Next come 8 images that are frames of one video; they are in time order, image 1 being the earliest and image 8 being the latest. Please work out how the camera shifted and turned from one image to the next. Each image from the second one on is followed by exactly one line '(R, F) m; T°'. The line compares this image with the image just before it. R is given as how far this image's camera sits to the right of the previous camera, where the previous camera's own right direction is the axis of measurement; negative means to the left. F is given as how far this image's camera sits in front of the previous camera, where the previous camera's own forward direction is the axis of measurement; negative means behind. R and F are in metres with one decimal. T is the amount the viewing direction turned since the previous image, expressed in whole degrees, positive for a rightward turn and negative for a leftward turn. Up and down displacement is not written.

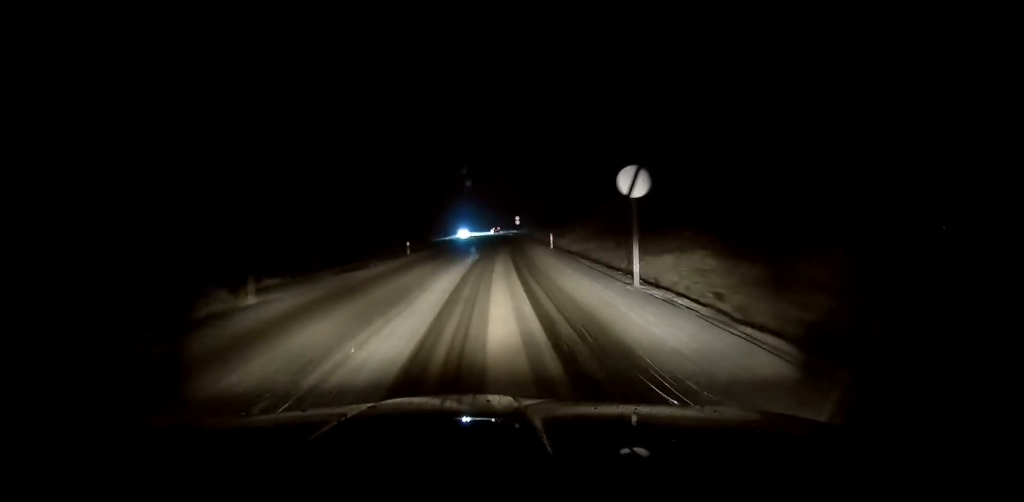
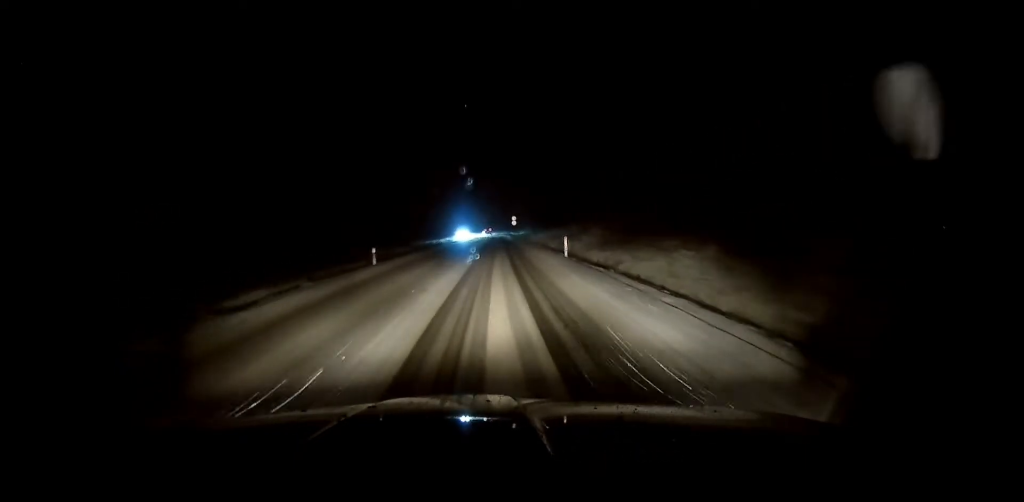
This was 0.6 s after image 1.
(+0.4, +10.1) m; +2°
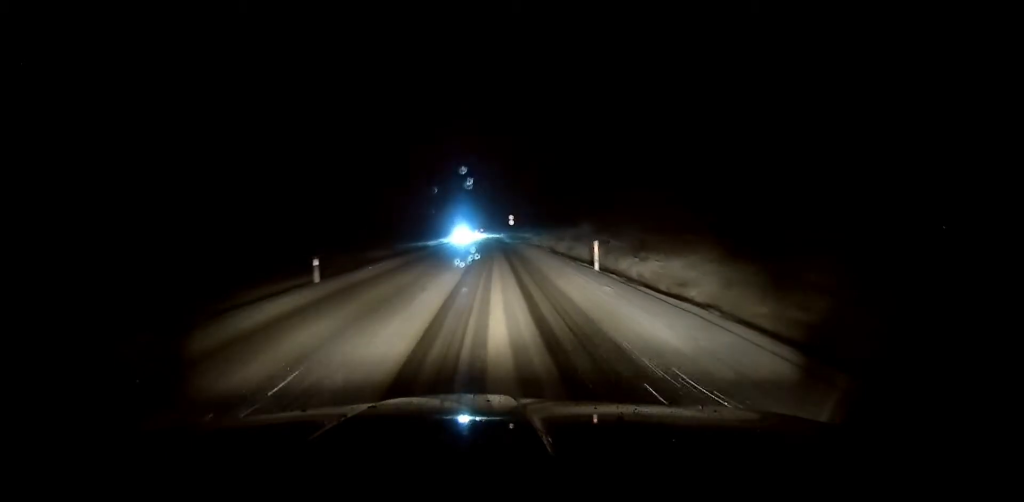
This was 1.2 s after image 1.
(+0.1, +10.7) m; +1°
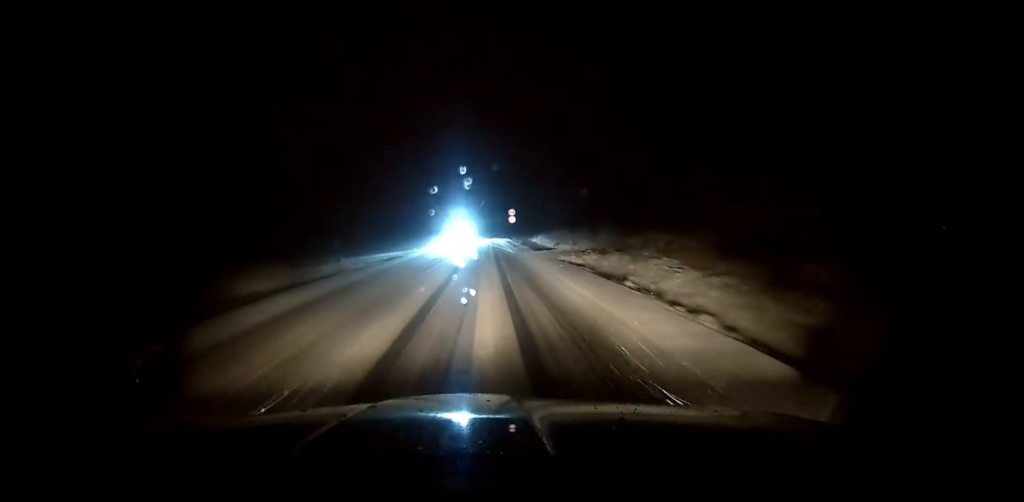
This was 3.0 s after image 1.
(+0.1, +30.3) m; +1°
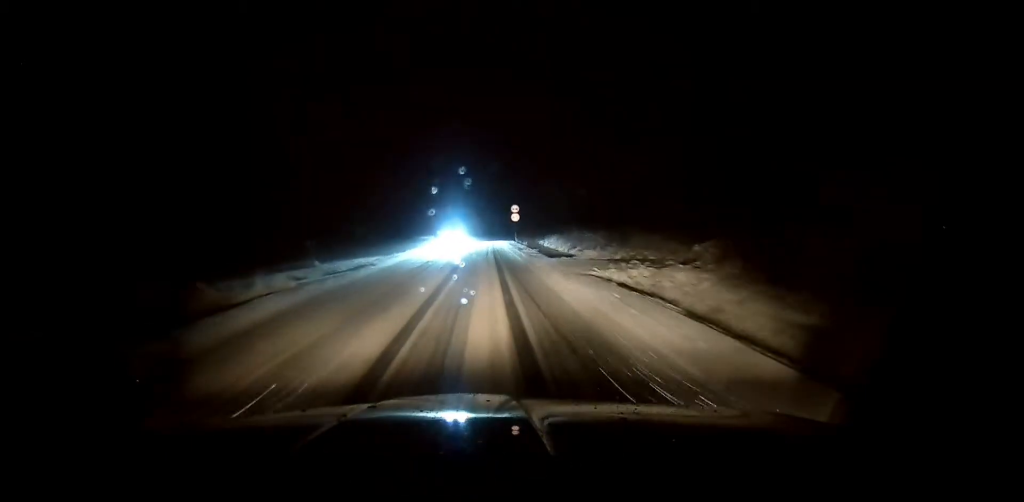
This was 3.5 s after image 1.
(-0.1, +9.6) m; +1°
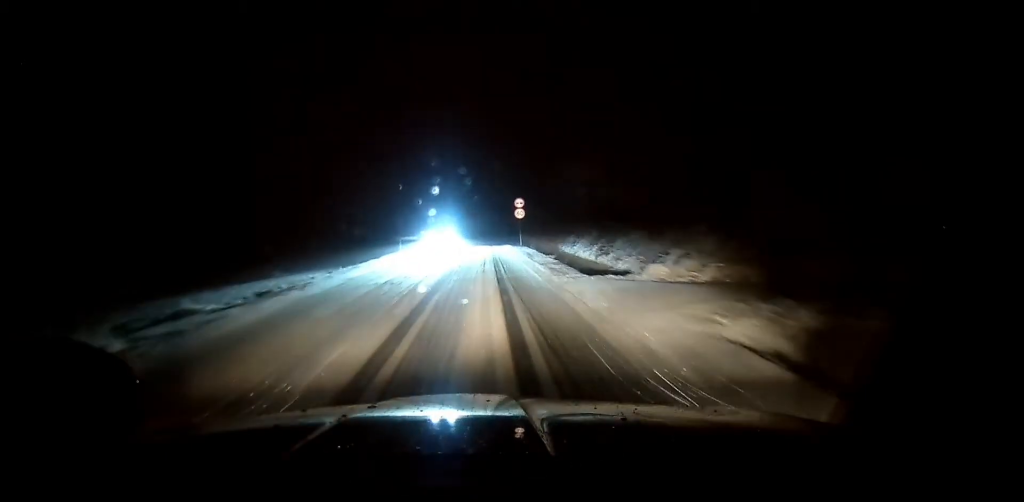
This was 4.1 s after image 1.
(+0.2, +10.2) m; 0°
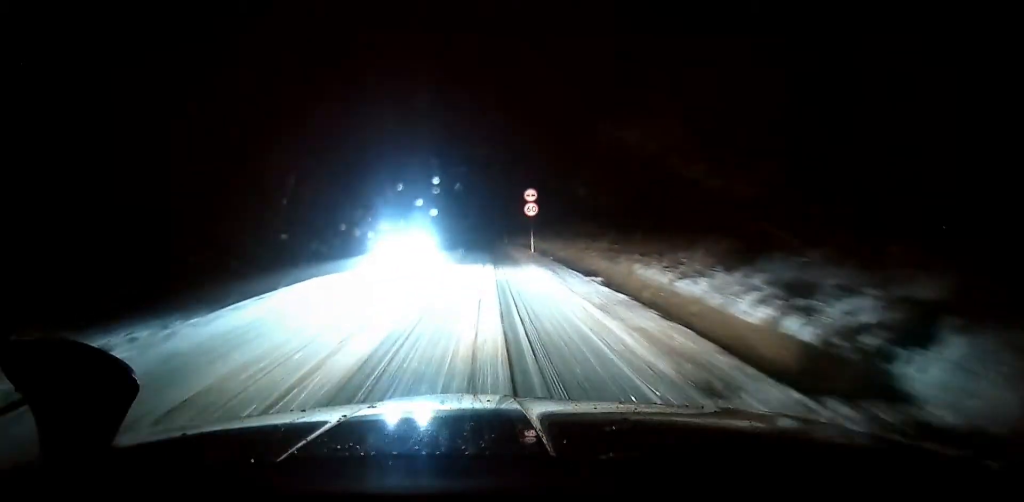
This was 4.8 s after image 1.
(+0.3, +11.7) m; 0°
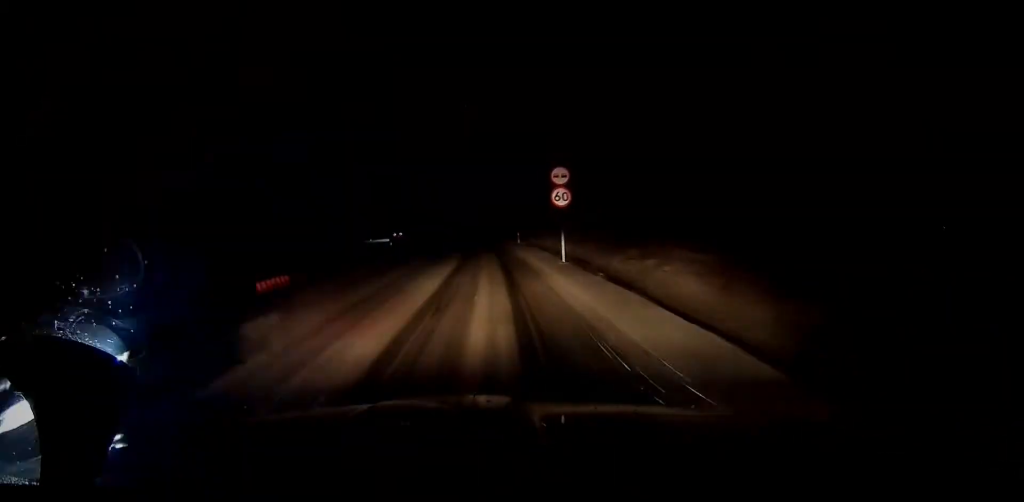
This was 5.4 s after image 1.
(-0.4, +11.2) m; -1°
